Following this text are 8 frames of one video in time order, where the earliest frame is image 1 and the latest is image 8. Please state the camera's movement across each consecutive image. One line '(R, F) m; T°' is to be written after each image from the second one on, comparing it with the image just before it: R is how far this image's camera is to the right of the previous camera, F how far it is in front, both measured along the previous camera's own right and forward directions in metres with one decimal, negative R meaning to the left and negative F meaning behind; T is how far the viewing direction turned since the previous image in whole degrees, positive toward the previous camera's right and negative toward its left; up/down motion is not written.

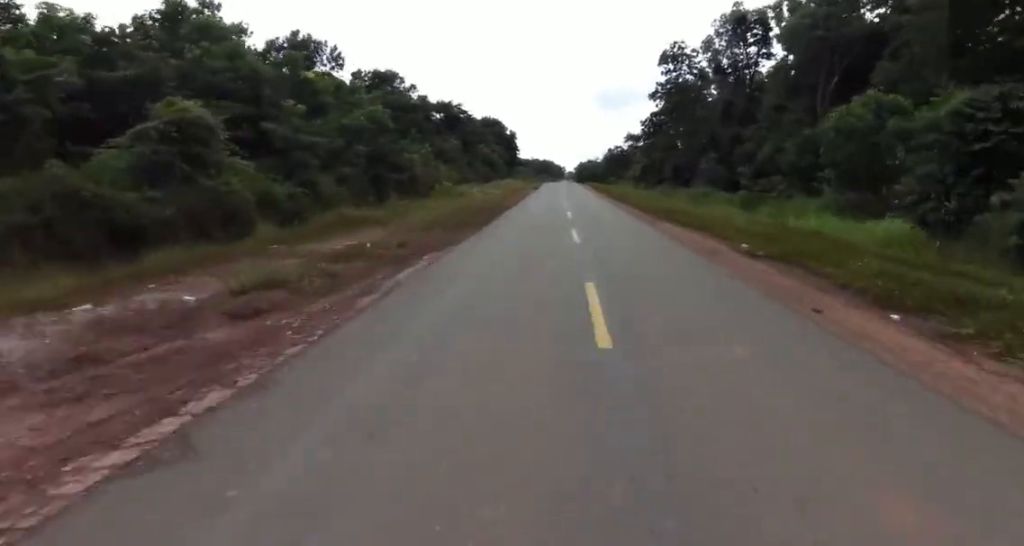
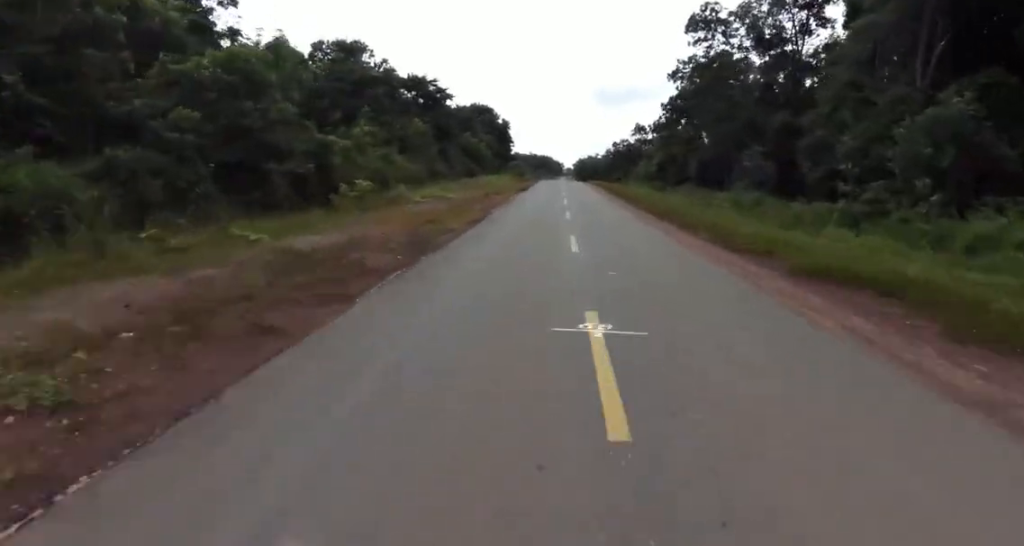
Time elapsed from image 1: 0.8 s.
(+0.1, +19.4) m; 0°
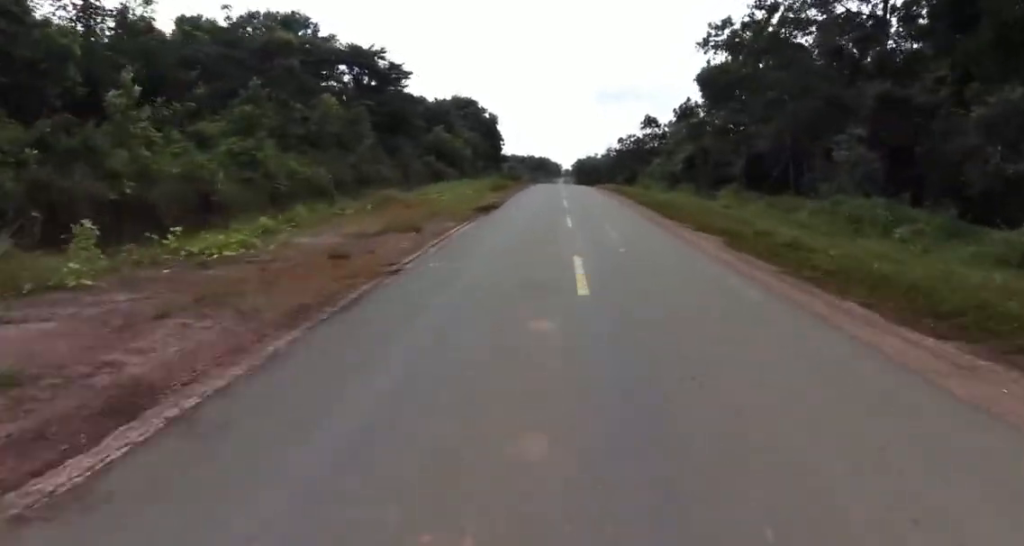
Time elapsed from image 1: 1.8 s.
(0.0, +22.1) m; 0°
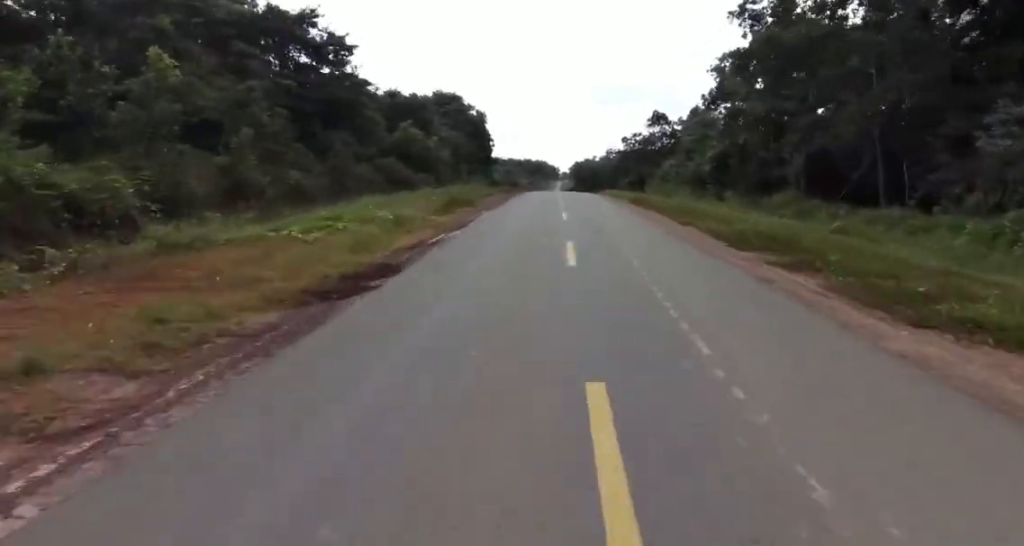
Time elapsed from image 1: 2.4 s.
(0.0, +14.4) m; +1°
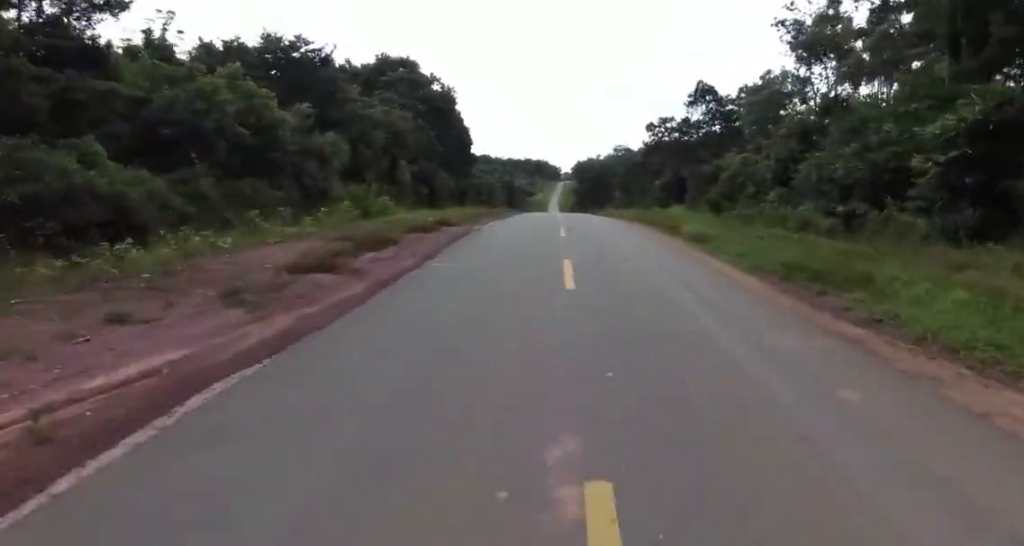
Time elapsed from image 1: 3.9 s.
(+0.3, +36.0) m; -1°
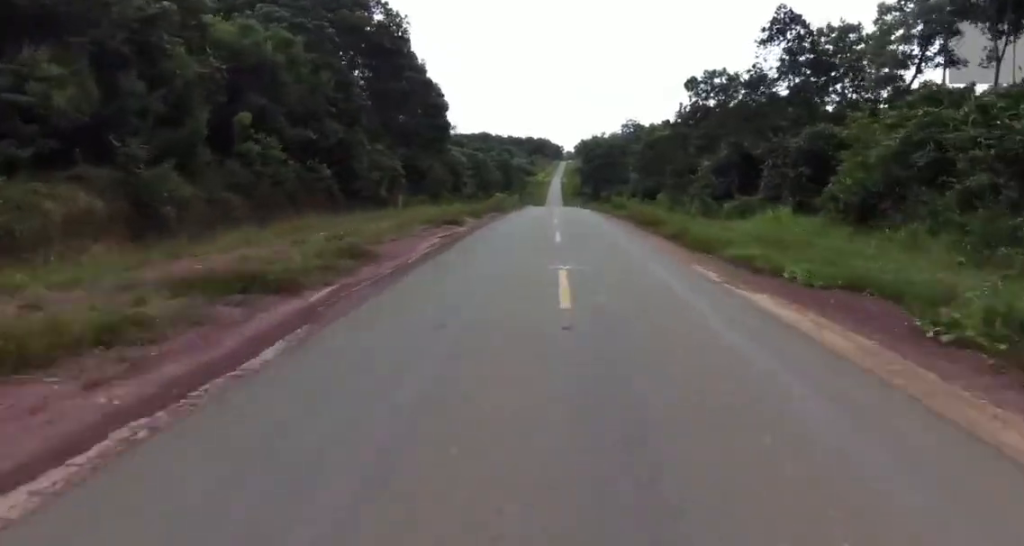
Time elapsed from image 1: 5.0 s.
(-0.6, +26.7) m; -1°
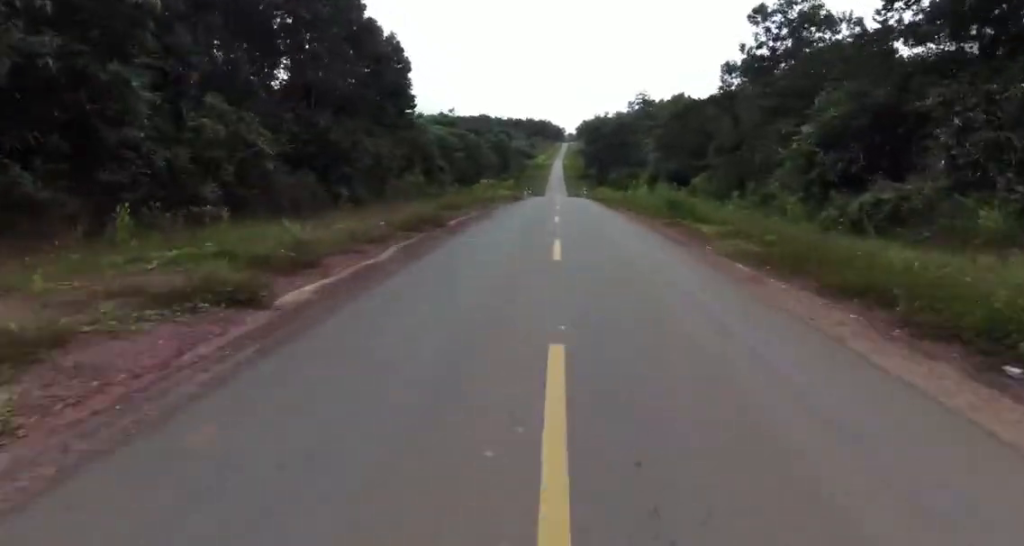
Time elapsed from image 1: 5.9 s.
(+0.2, +22.6) m; +2°
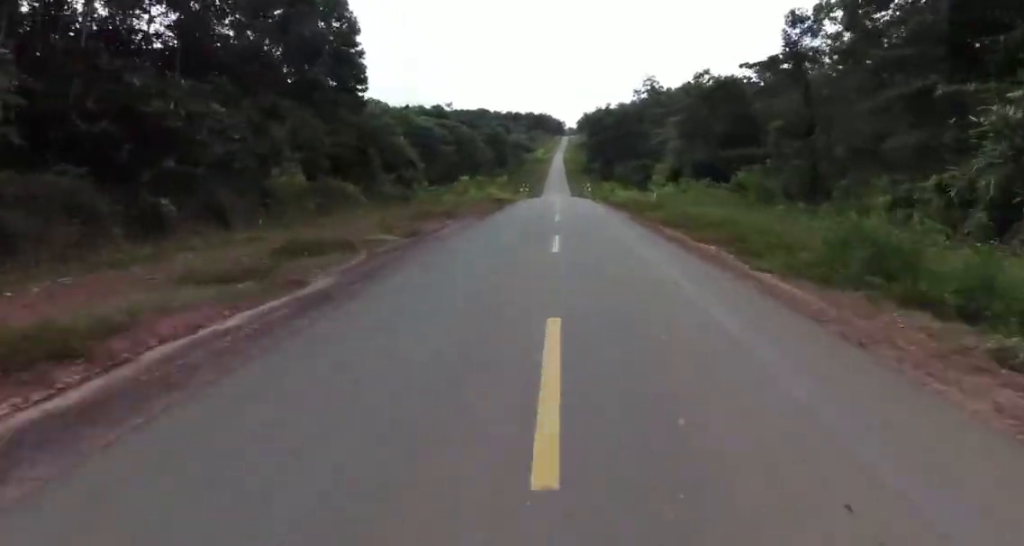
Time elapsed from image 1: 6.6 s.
(+0.5, +15.3) m; +1°
